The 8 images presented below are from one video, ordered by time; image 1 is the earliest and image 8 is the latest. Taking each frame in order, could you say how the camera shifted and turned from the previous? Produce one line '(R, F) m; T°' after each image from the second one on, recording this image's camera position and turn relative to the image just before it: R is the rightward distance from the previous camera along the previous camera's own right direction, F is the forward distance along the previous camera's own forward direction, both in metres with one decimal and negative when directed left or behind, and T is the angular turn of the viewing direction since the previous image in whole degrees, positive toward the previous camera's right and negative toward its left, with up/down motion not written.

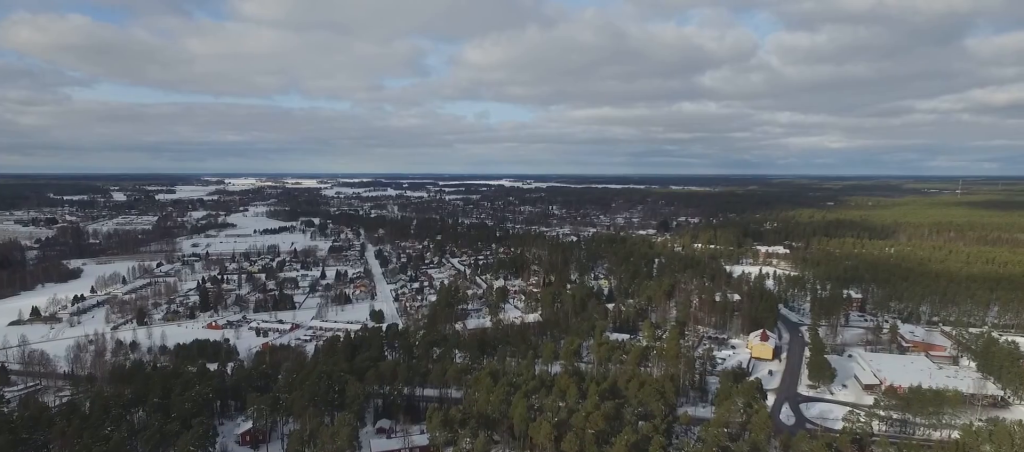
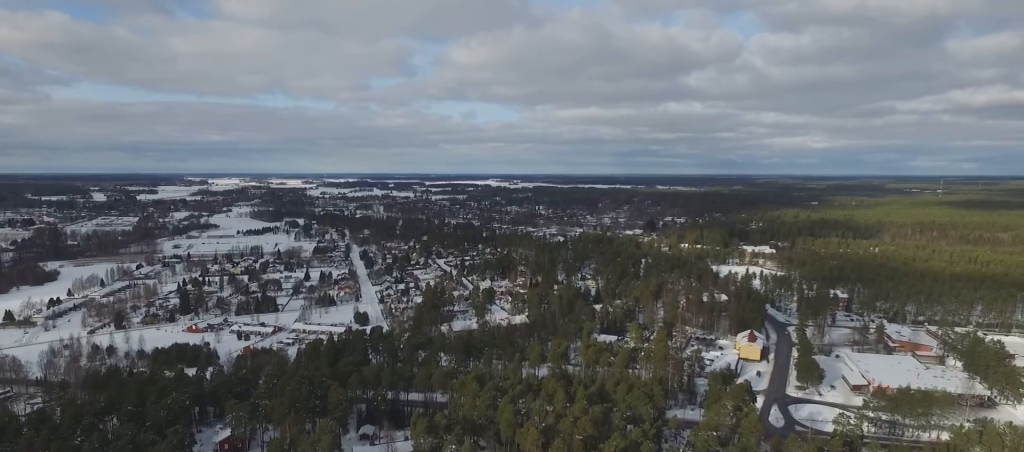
(0.0, +4.2) m; +1°
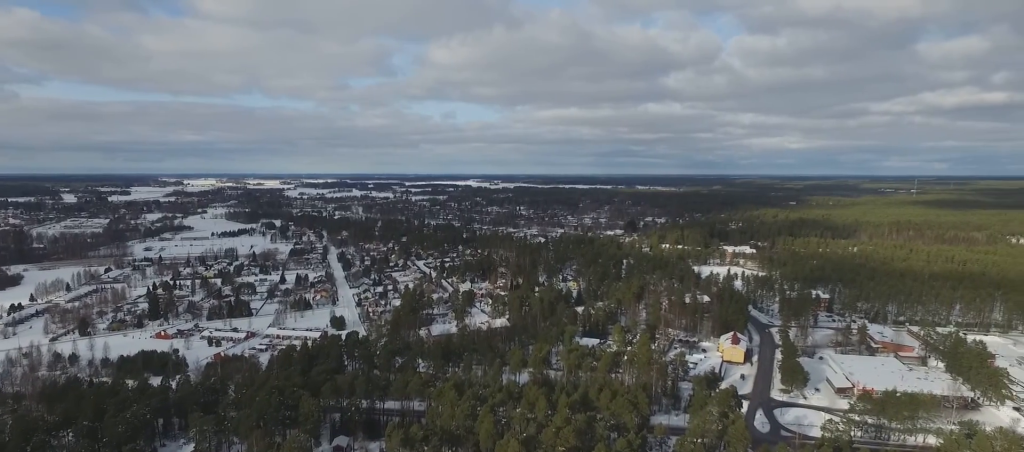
(+0.2, +7.7) m; +3°
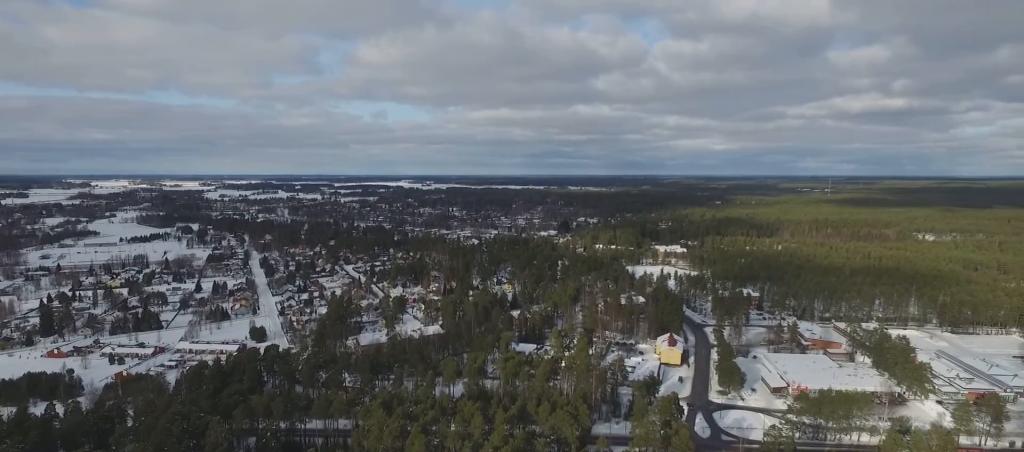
(+0.7, +12.9) m; +6°
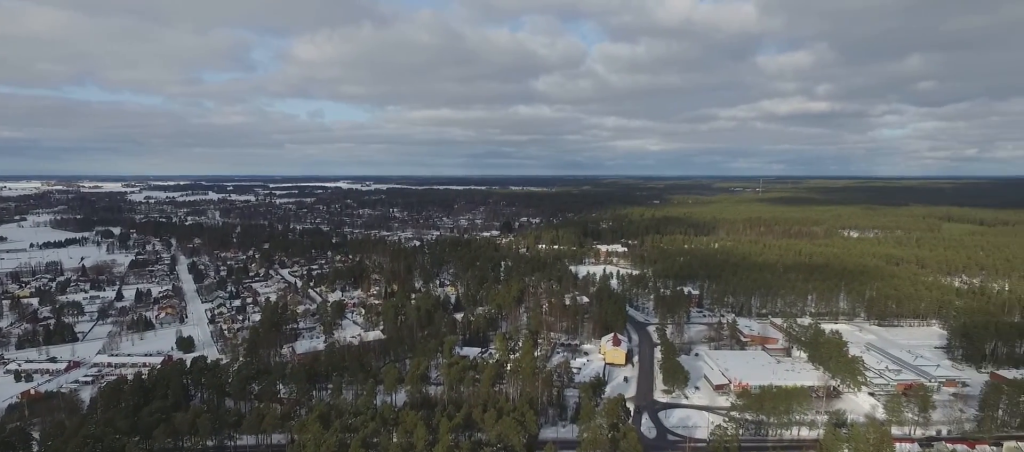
(+0.1, +5.6) m; +3°
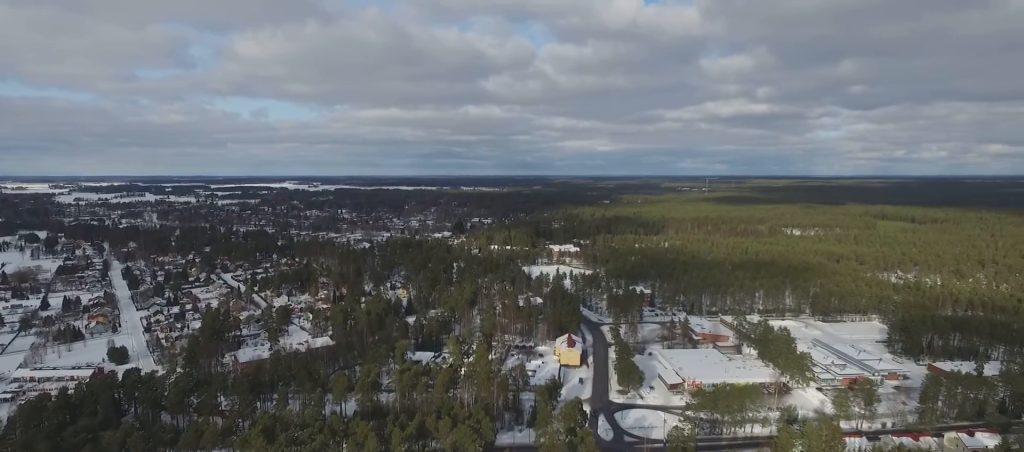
(+0.2, +4.8) m; +3°
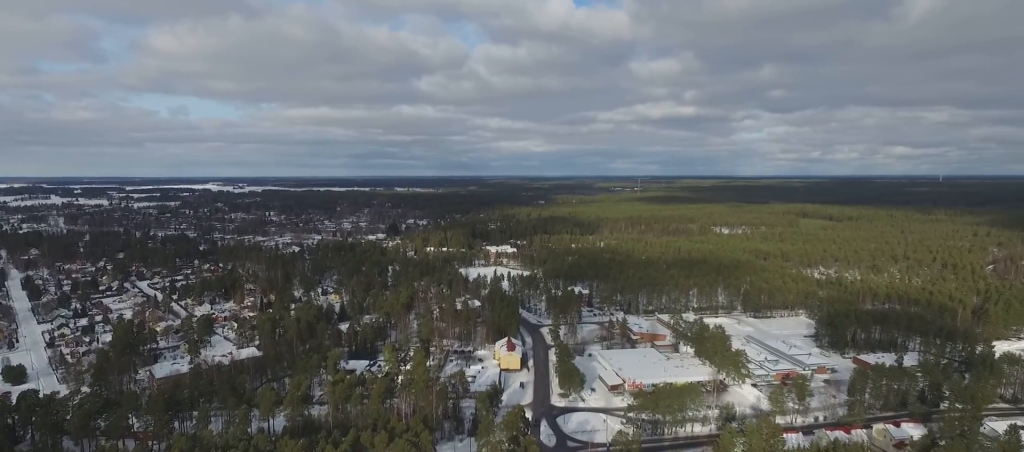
(+0.2, +6.6) m; +5°
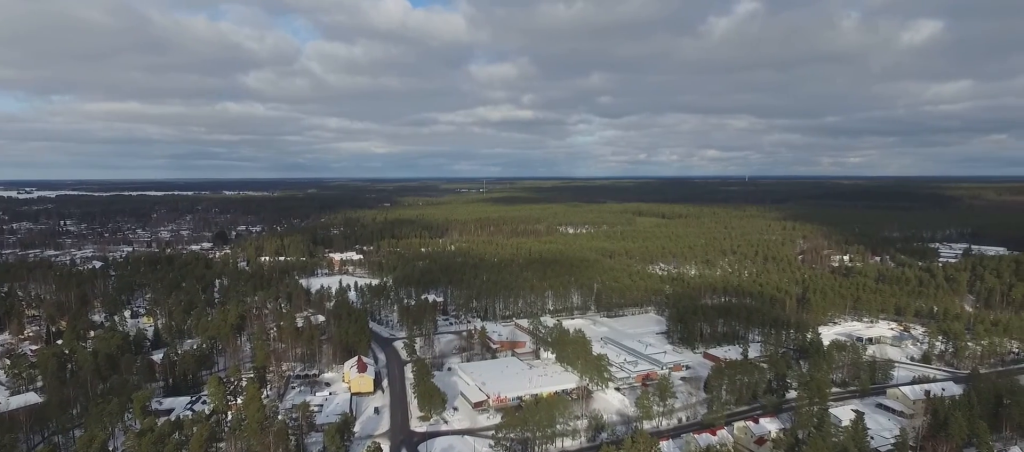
(+2.7, +21.8) m; +13°
